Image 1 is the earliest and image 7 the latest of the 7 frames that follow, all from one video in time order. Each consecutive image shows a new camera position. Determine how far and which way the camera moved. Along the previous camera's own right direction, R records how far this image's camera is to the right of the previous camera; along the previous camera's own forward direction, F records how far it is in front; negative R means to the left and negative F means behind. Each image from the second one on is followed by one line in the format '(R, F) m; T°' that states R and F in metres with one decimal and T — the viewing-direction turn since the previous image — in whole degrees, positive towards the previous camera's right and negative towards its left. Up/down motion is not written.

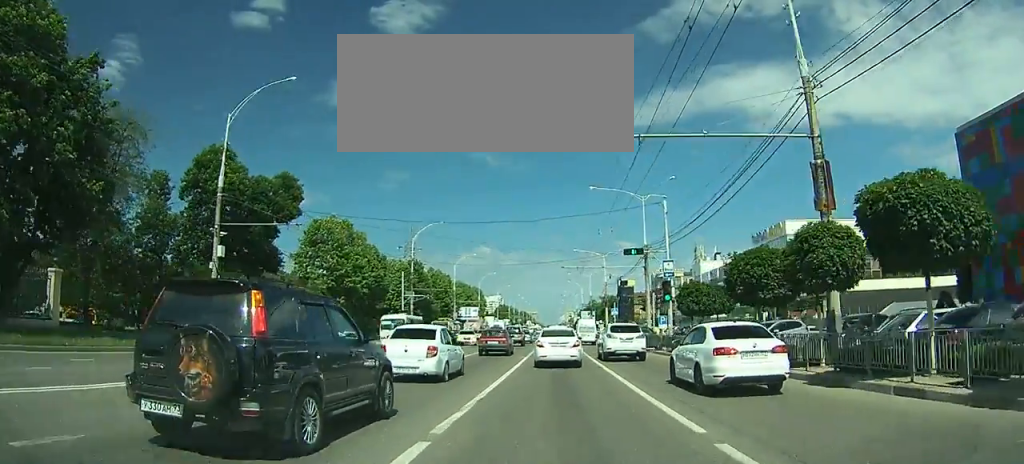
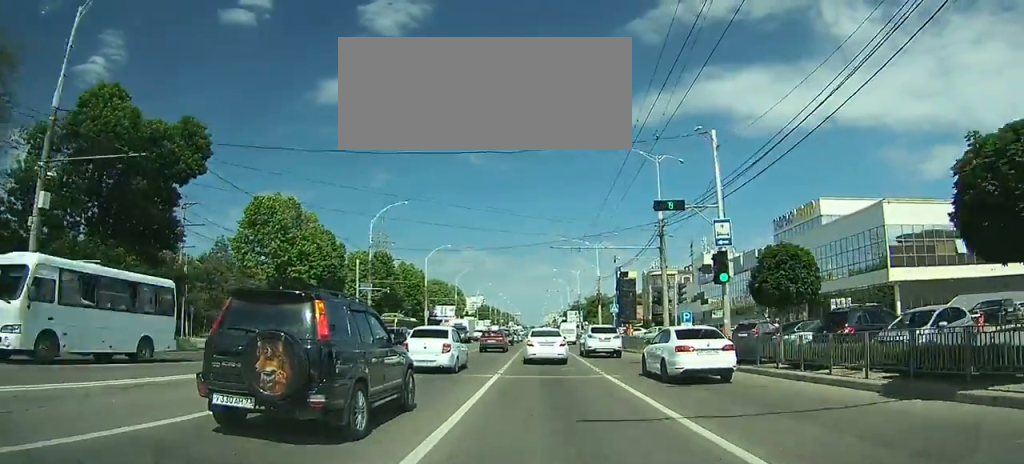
(0.0, +10.8) m; +1°
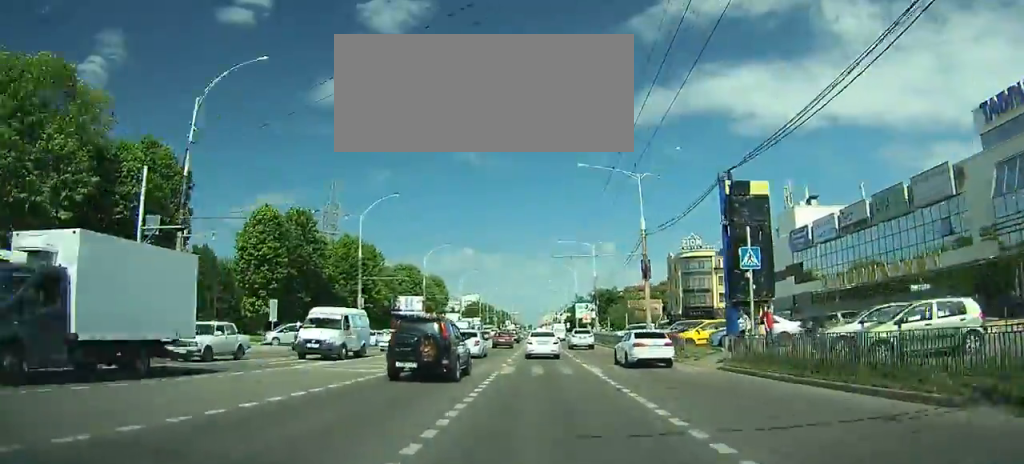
(+0.6, +34.0) m; +2°
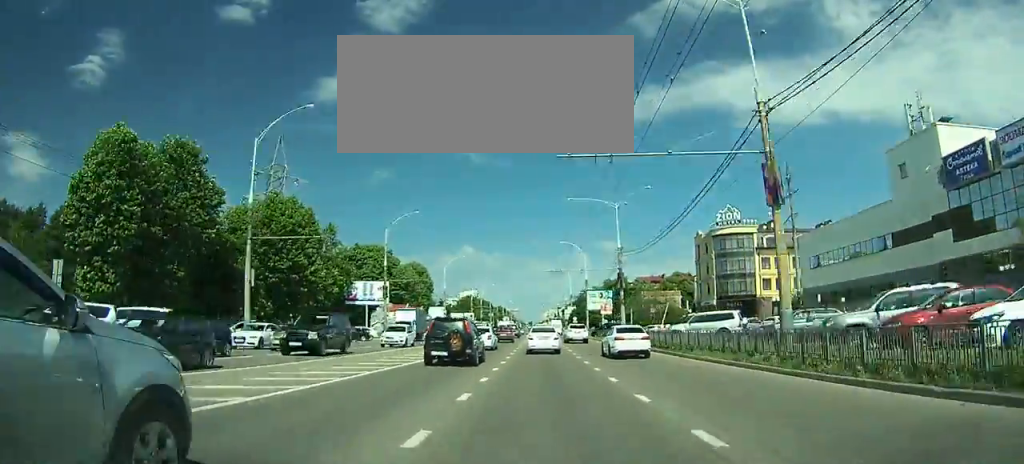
(+0.1, +23.0) m; 0°
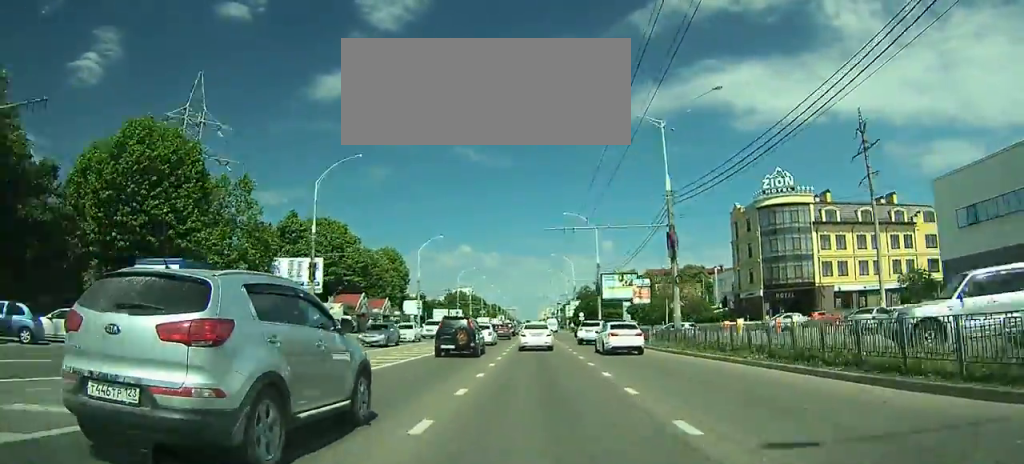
(0.0, +21.7) m; 0°
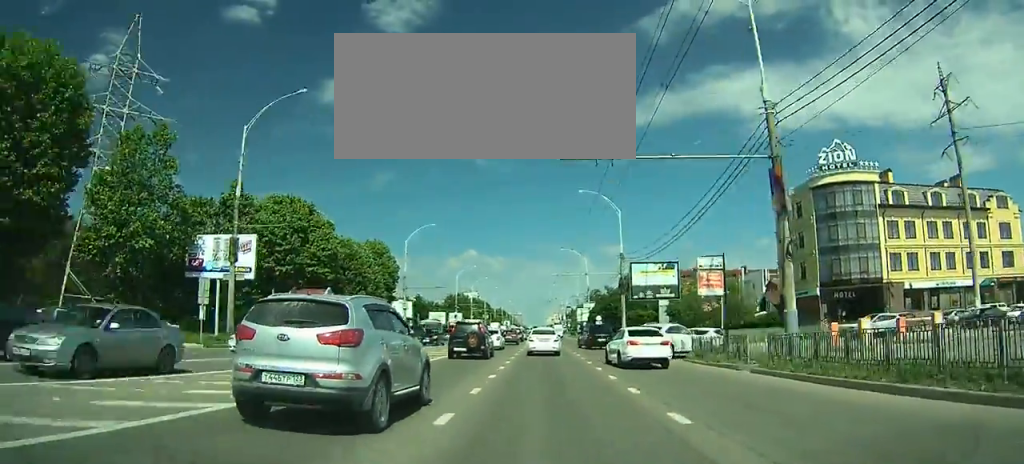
(-0.1, +16.1) m; 0°
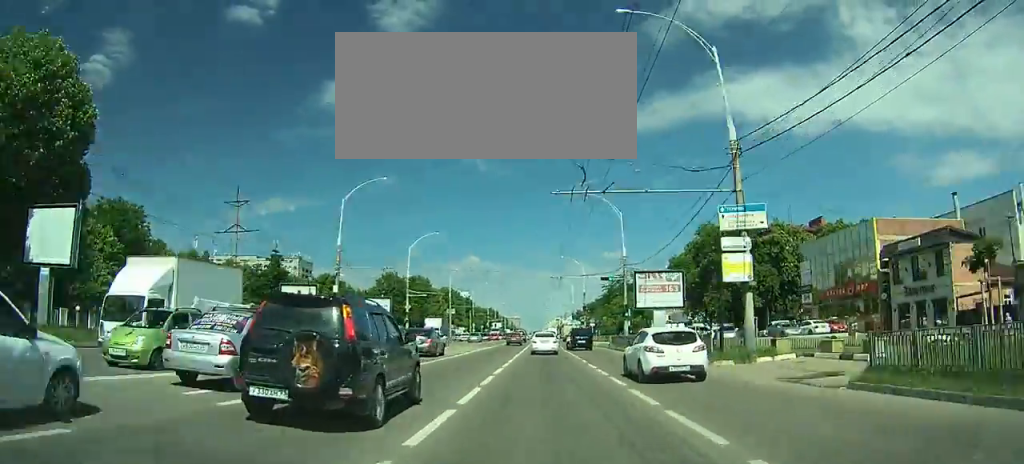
(+1.0, +81.7) m; +1°
